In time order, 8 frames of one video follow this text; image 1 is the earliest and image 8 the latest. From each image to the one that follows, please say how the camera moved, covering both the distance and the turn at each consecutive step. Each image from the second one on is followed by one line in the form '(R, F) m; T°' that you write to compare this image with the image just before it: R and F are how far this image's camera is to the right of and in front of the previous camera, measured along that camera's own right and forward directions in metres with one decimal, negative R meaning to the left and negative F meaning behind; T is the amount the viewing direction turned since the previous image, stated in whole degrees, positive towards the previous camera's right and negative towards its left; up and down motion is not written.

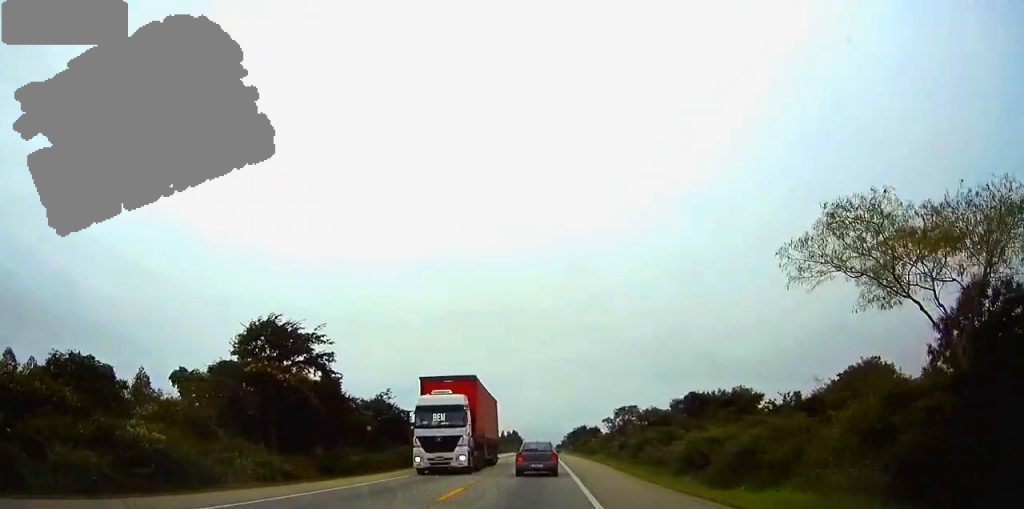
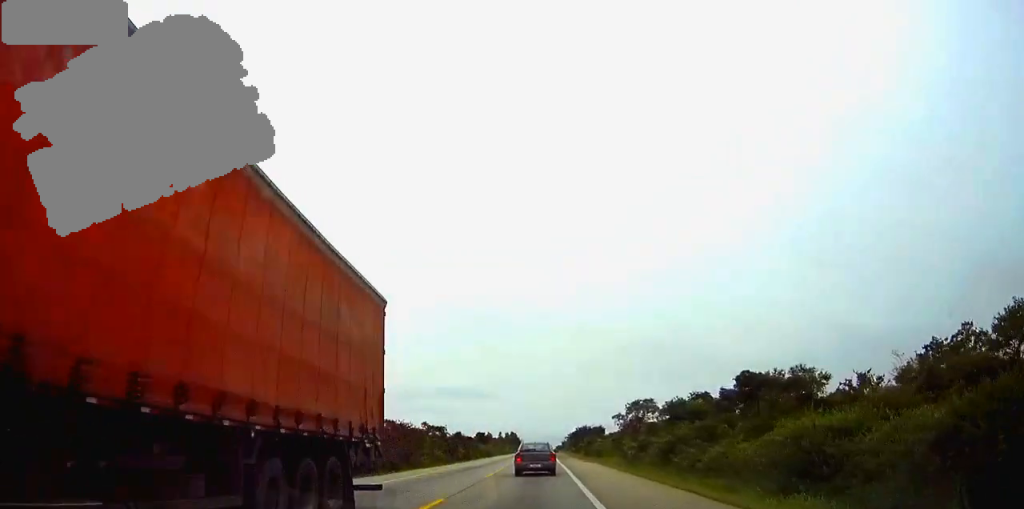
(+0.1, +19.1) m; 0°
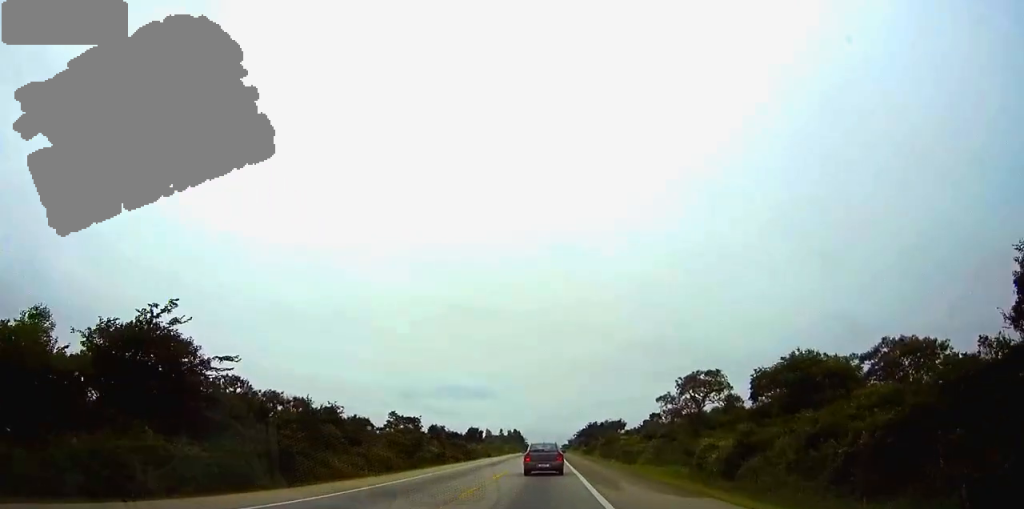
(-0.1, +37.0) m; 0°
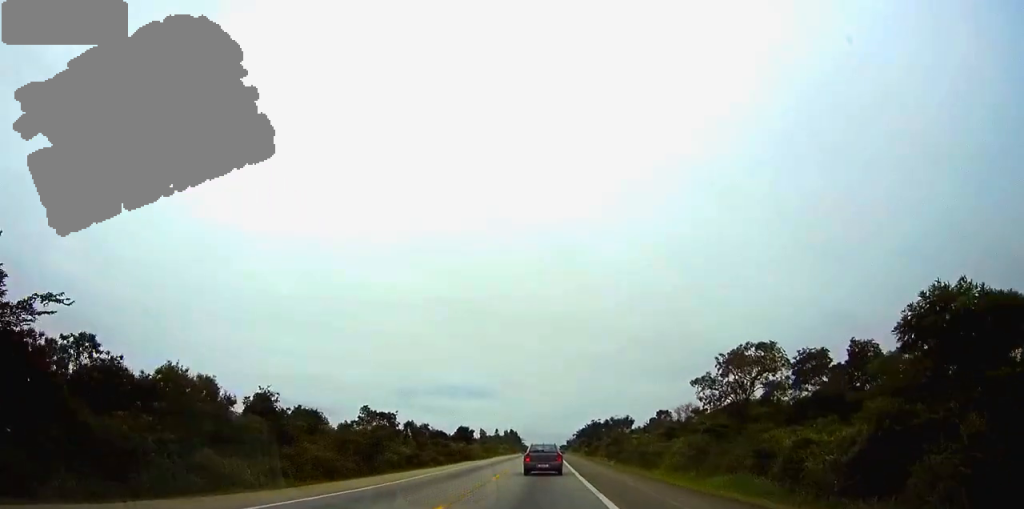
(0.0, +16.9) m; 0°
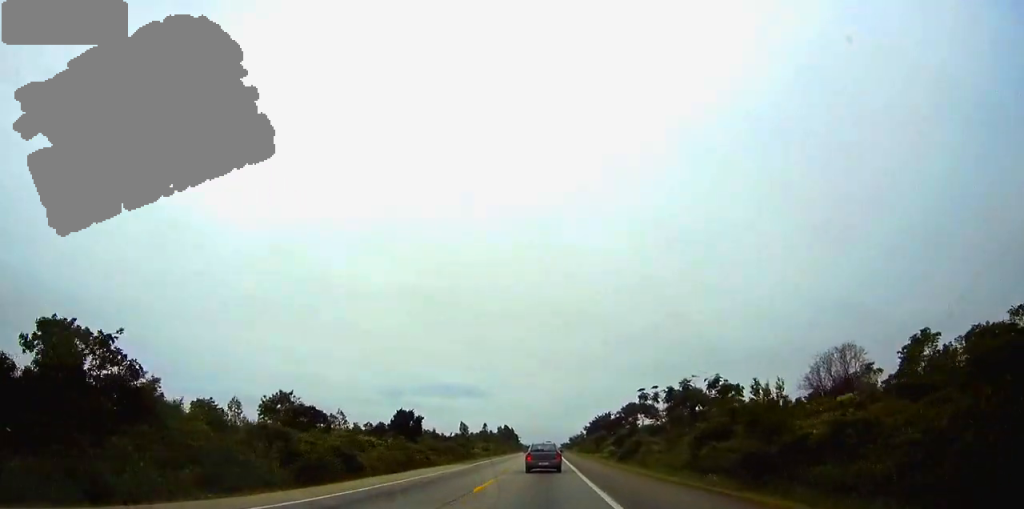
(+0.4, +68.5) m; 0°
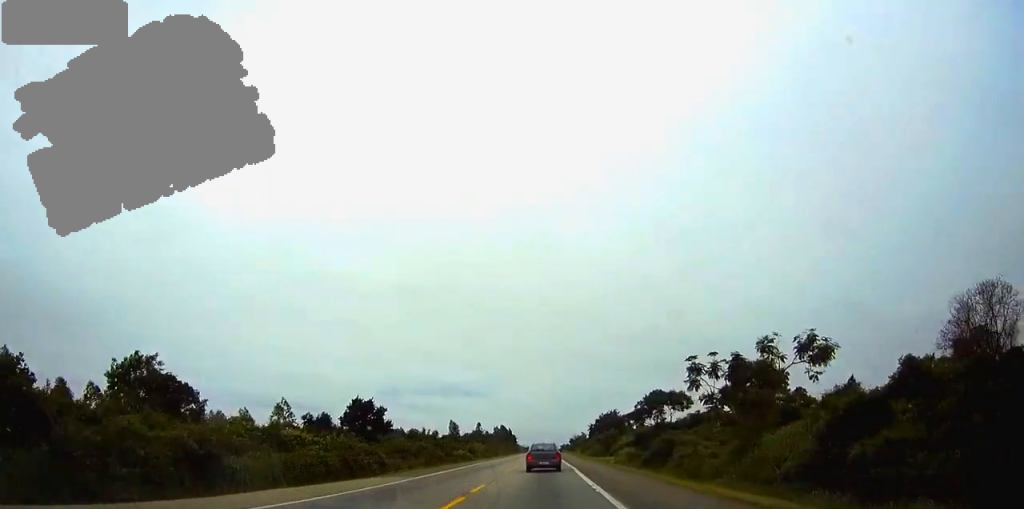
(0.0, +22.9) m; 0°
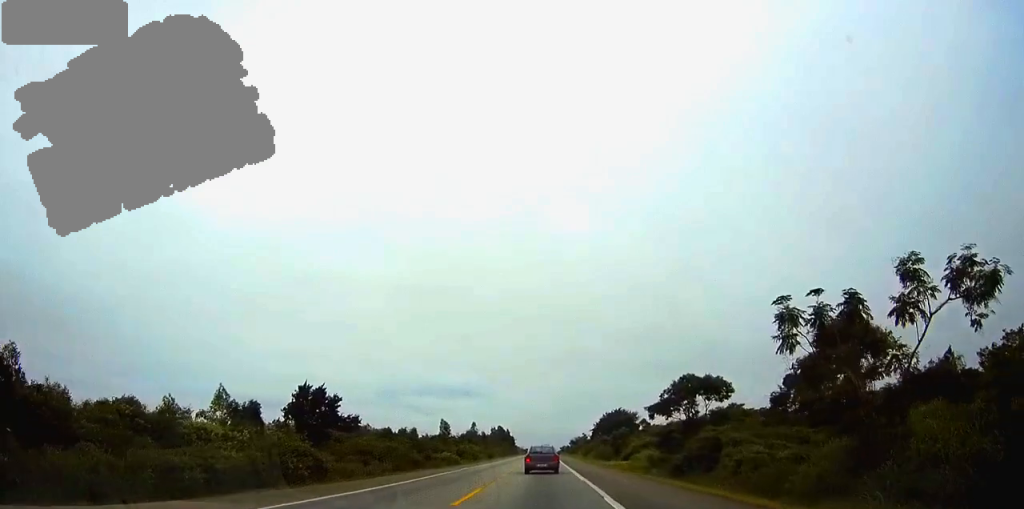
(0.0, +16.9) m; 0°
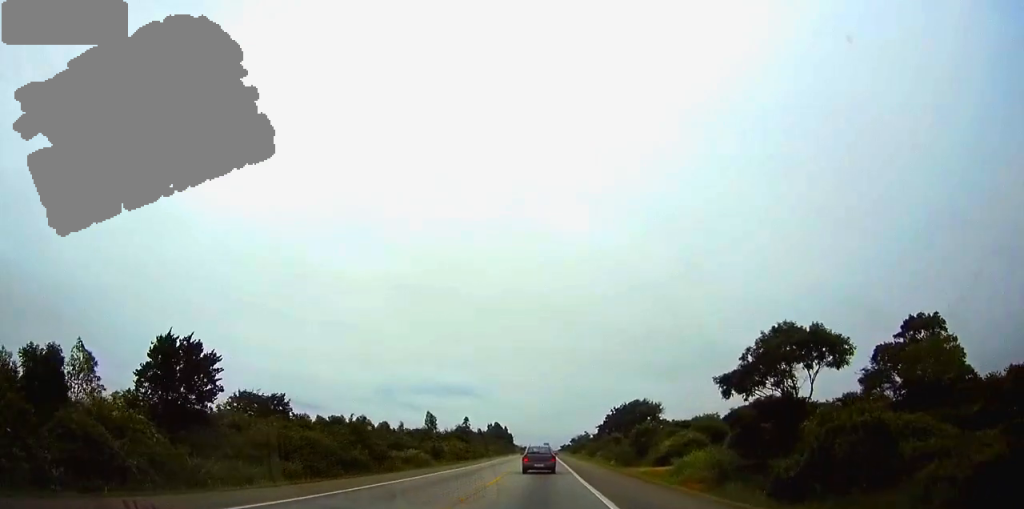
(0.0, +23.8) m; 0°
